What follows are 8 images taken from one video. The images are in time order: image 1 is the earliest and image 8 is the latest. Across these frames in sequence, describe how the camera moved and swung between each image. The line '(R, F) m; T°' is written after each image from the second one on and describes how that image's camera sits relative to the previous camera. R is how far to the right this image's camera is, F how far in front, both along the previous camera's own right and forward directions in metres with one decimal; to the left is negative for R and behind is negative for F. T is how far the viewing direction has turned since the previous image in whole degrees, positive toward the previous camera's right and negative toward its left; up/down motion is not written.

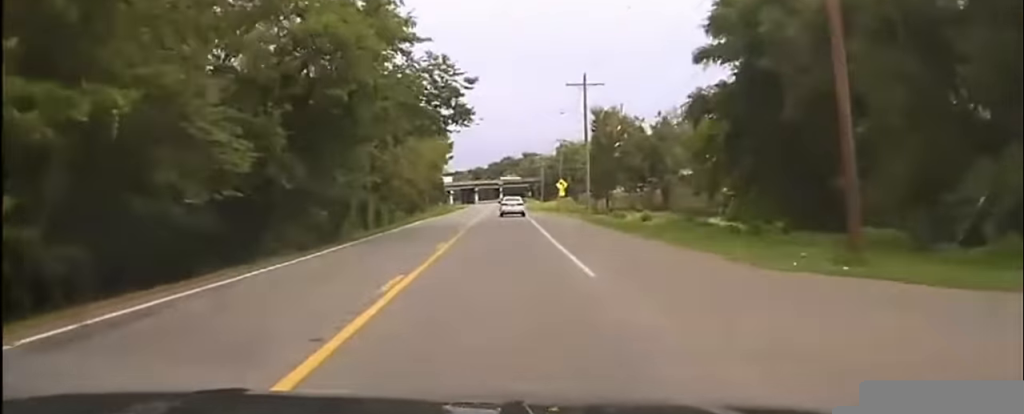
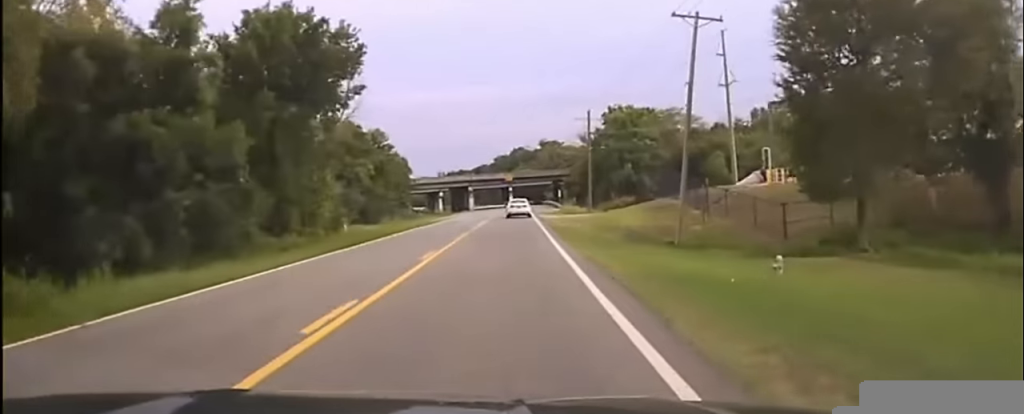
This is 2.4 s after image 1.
(+0.1, +88.8) m; 0°
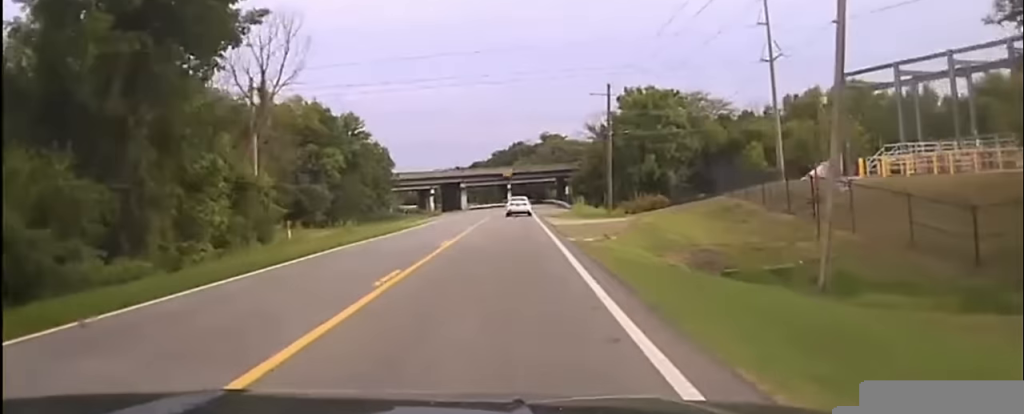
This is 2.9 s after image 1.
(0.0, +19.4) m; 0°
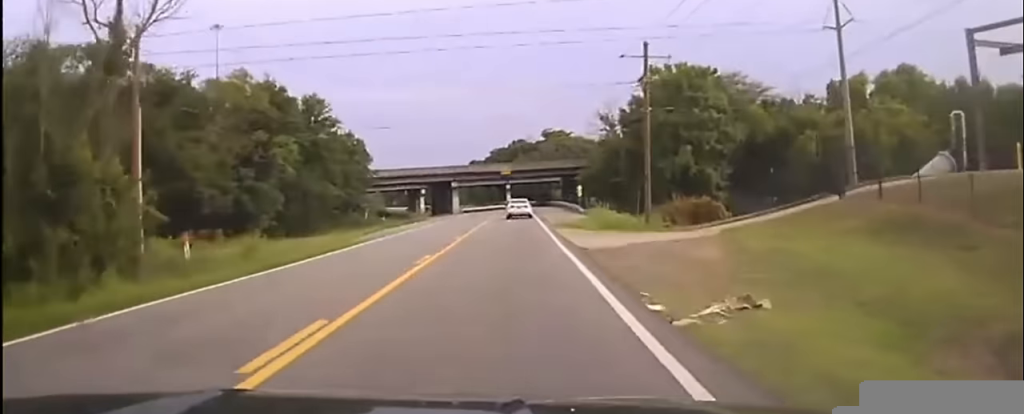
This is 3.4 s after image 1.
(0.0, +19.4) m; 0°
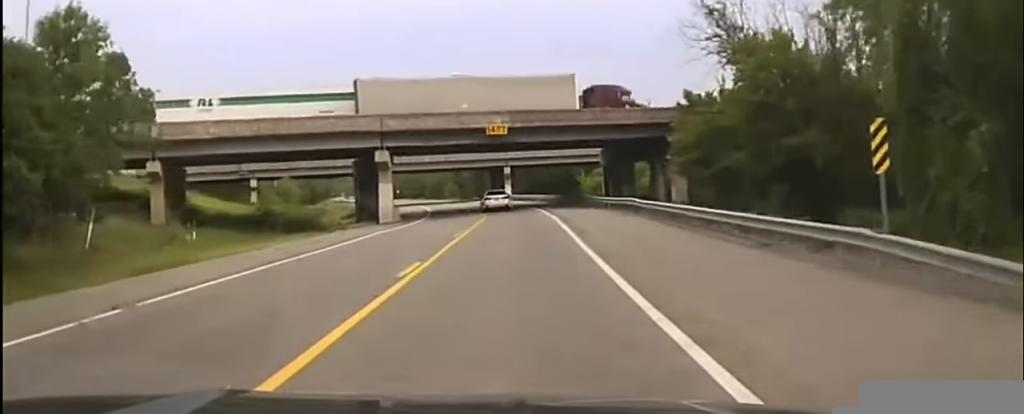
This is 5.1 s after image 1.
(+0.1, +66.5) m; -1°
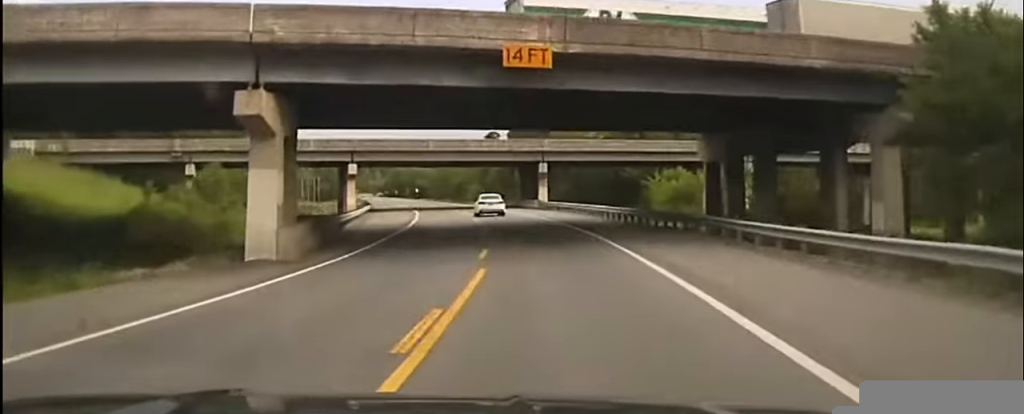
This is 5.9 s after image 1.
(-0.3, +33.2) m; -2°
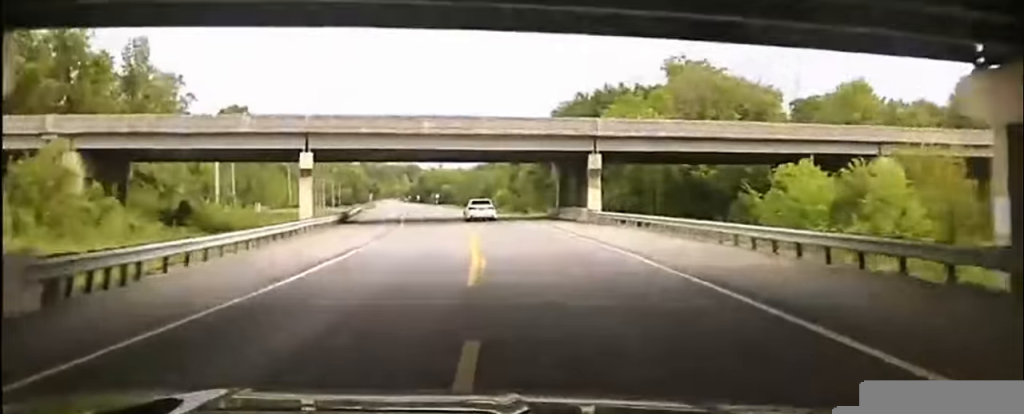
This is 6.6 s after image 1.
(-0.3, +27.3) m; -3°
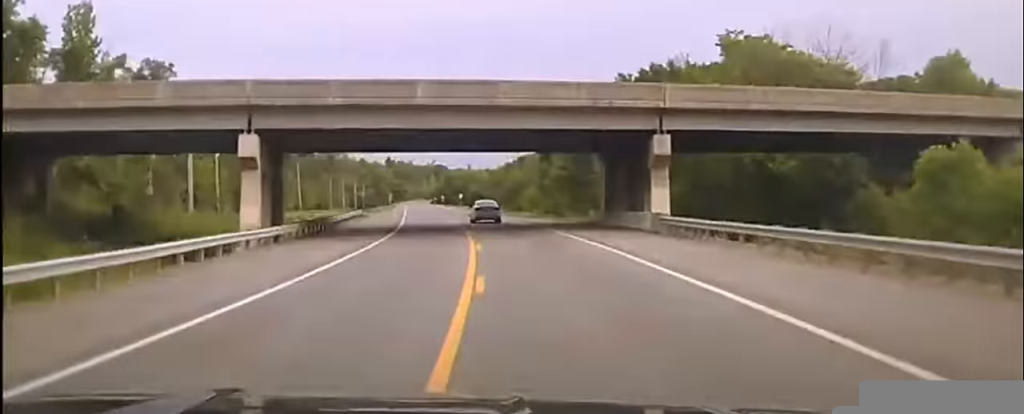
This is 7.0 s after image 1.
(-0.5, +16.7) m; -2°
